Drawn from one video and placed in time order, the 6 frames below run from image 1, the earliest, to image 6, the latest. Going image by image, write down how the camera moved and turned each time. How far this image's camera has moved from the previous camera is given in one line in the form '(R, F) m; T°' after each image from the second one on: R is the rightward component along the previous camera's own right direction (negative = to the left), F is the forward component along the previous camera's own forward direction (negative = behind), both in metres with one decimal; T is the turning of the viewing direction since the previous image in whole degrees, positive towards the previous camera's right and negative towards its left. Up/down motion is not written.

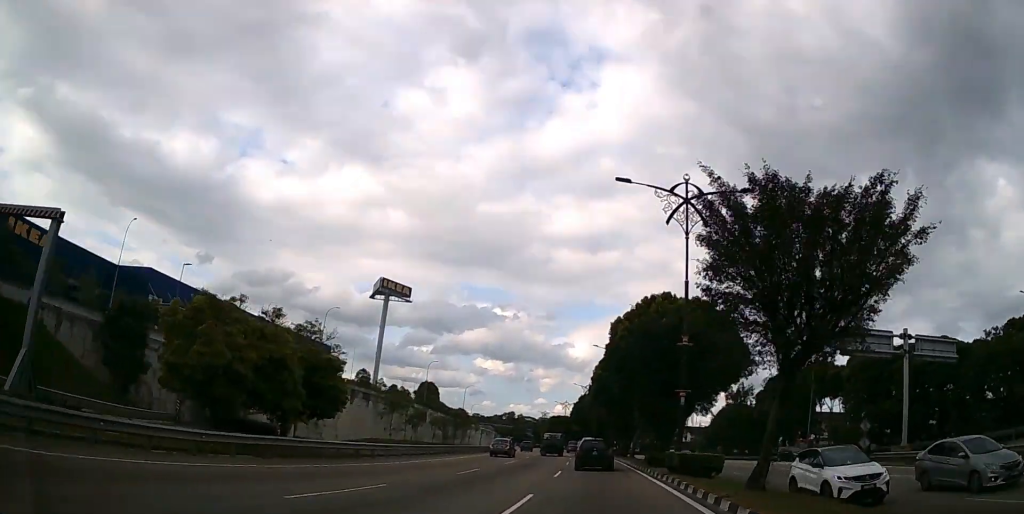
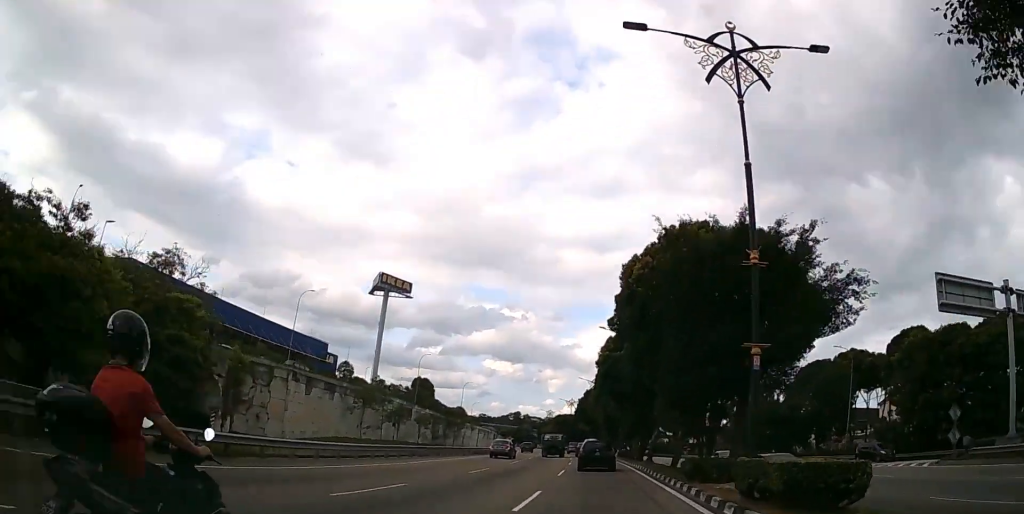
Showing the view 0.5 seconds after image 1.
(-0.1, +9.8) m; -1°
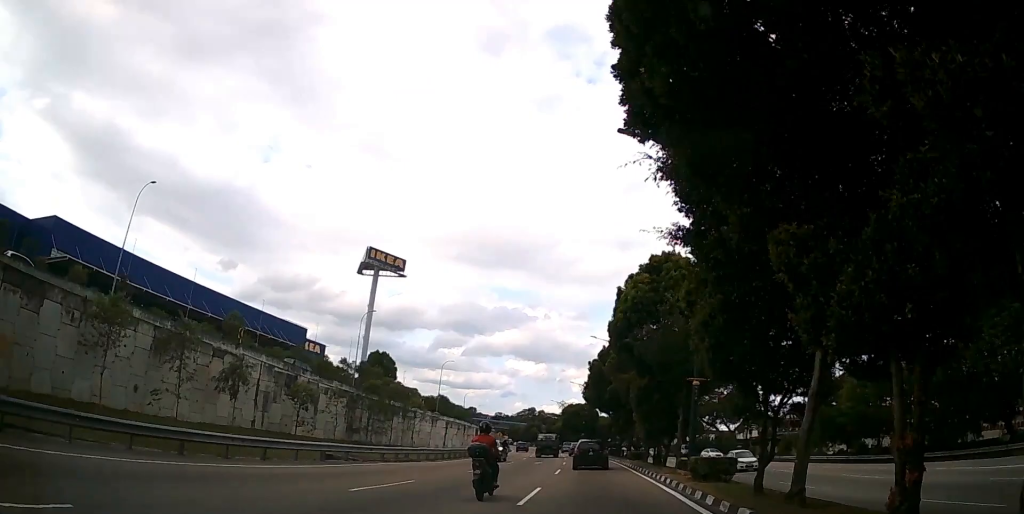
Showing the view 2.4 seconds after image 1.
(-0.9, +34.9) m; -3°
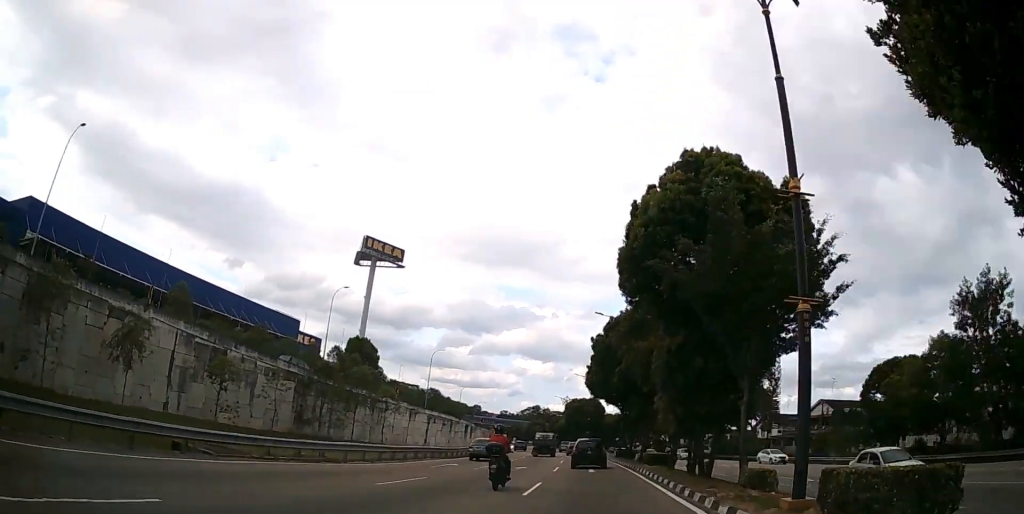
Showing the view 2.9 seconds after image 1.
(-0.2, +10.2) m; -1°
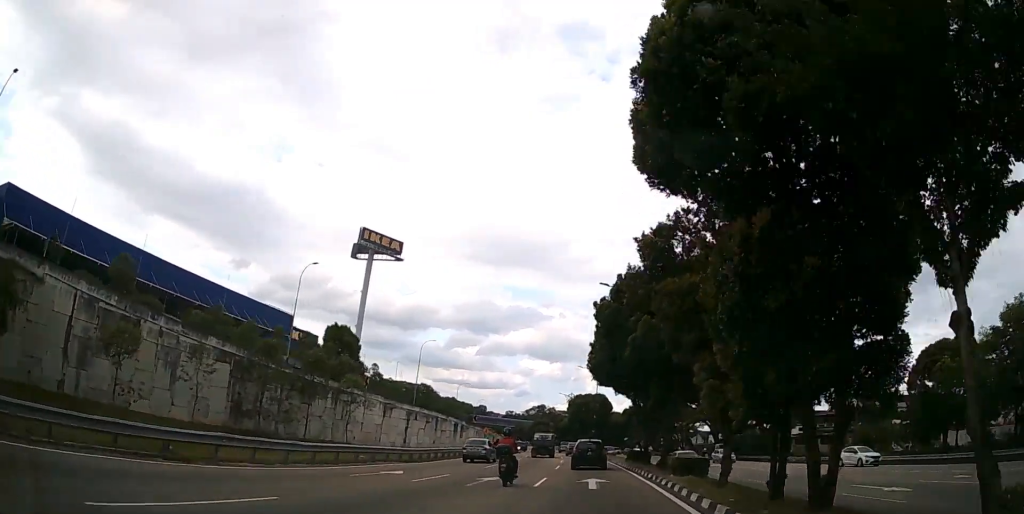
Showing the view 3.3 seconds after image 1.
(-0.1, +8.6) m; -1°
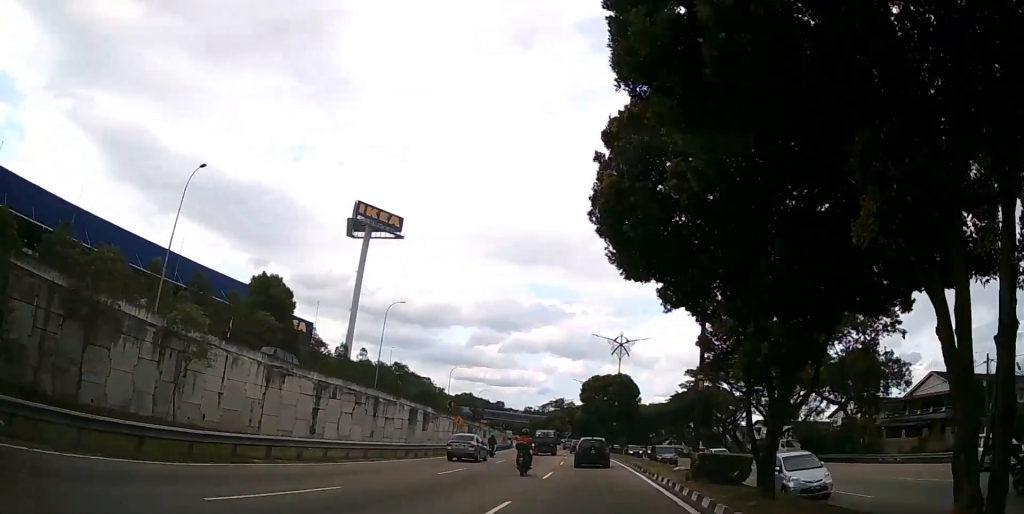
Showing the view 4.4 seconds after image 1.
(-0.1, +21.7) m; -1°
